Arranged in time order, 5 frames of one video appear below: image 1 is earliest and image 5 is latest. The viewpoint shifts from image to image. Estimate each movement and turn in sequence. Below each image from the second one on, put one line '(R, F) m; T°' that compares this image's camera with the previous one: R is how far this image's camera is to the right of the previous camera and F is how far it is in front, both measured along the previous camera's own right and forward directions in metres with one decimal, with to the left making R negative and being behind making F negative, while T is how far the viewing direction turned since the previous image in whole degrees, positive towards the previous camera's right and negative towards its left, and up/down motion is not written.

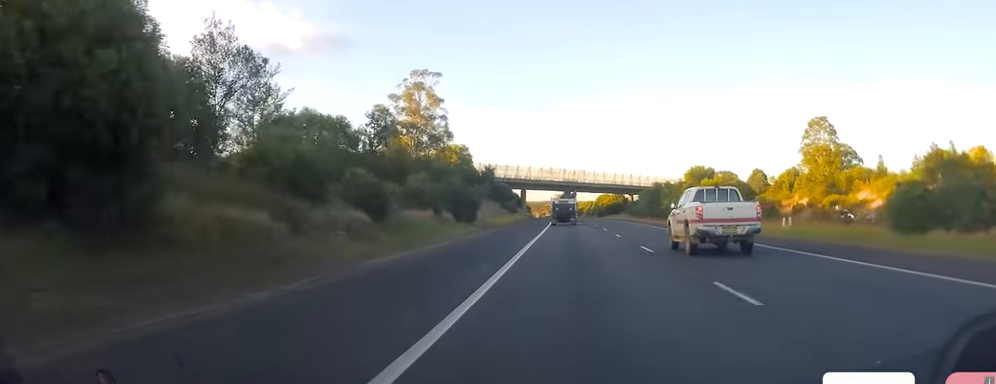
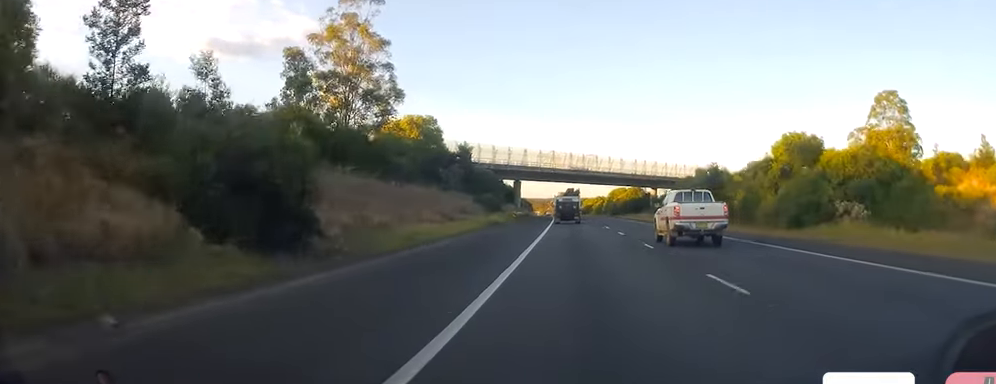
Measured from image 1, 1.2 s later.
(0.0, +34.6) m; 0°
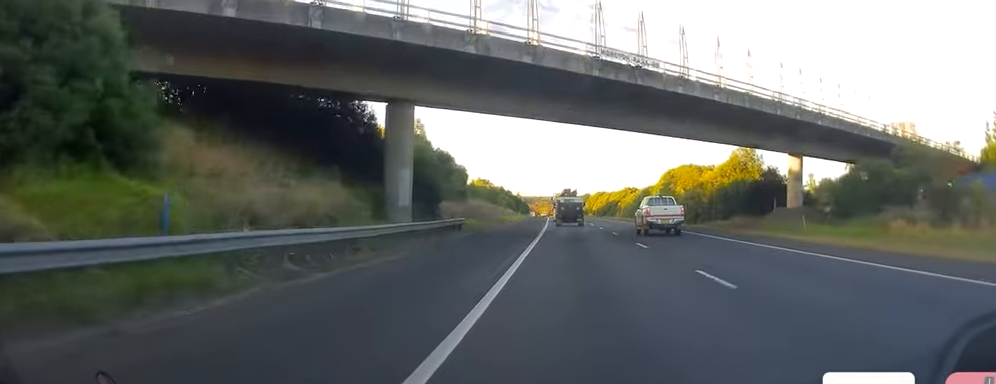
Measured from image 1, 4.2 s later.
(-0.6, +83.1) m; -2°
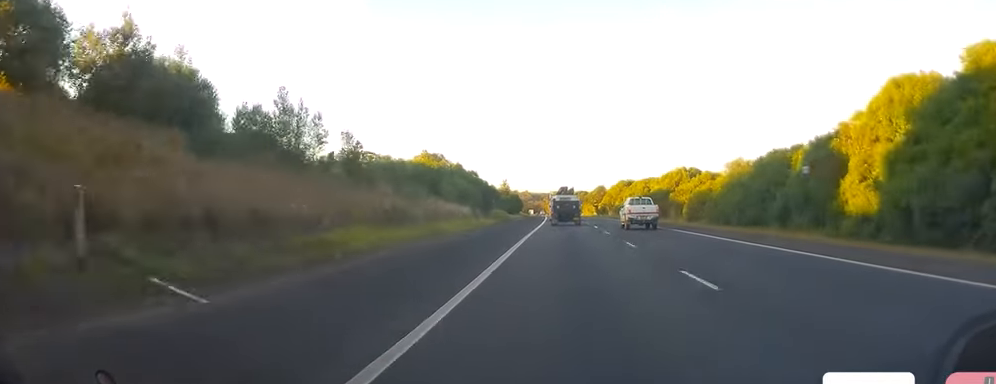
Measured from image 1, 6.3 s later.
(-0.4, +60.5) m; -1°
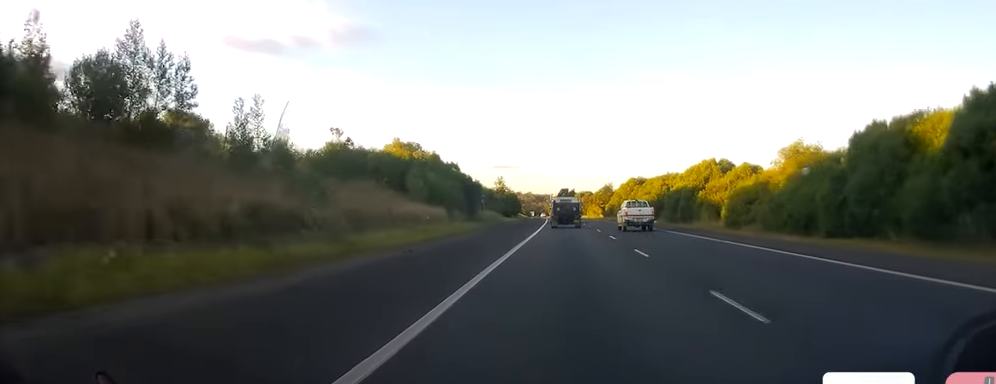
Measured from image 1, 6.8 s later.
(0.0, +15.1) m; 0°
